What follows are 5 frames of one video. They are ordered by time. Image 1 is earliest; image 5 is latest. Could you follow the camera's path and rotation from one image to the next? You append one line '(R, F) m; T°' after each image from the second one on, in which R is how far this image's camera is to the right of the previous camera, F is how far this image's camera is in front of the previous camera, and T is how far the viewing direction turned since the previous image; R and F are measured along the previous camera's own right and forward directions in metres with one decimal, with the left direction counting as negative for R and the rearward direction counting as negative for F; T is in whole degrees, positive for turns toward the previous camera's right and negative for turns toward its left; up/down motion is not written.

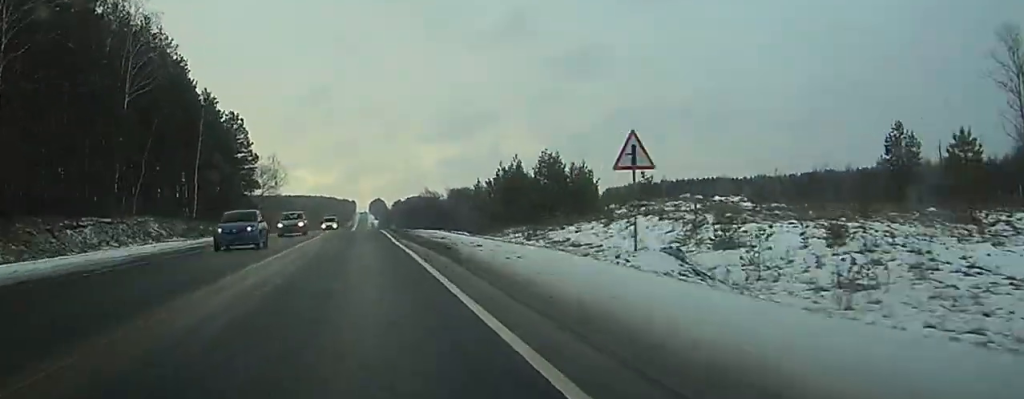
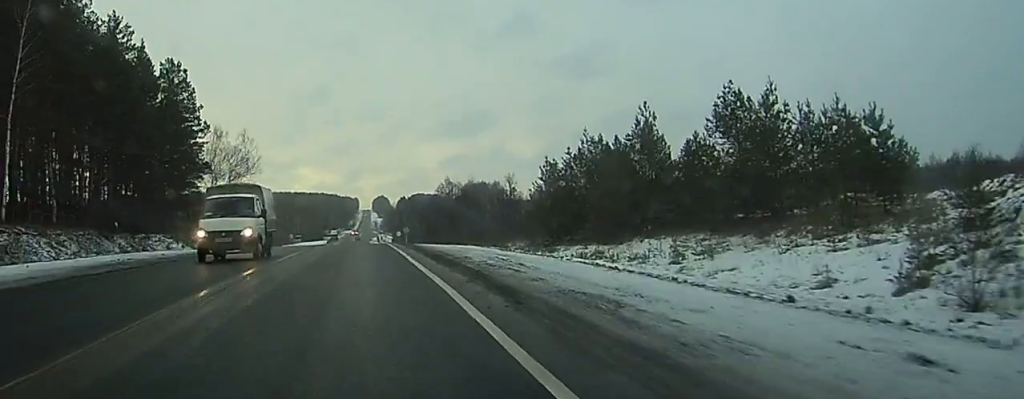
(-0.1, +50.8) m; 0°
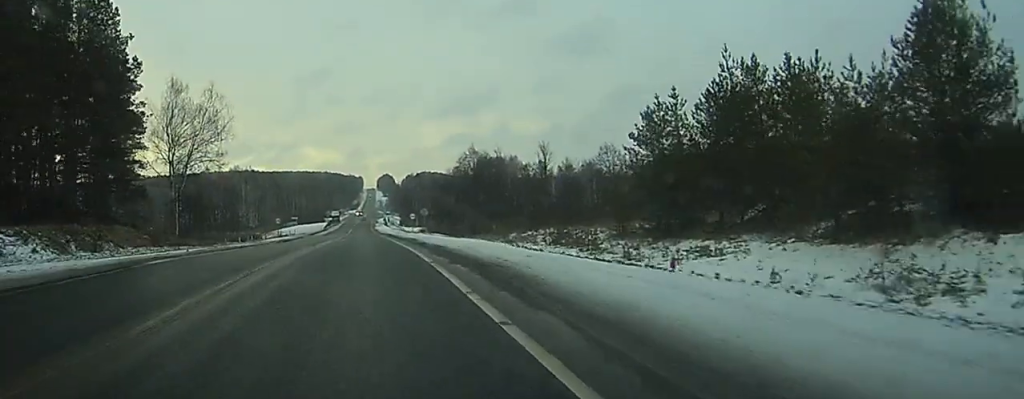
(-0.2, +33.2) m; 0°
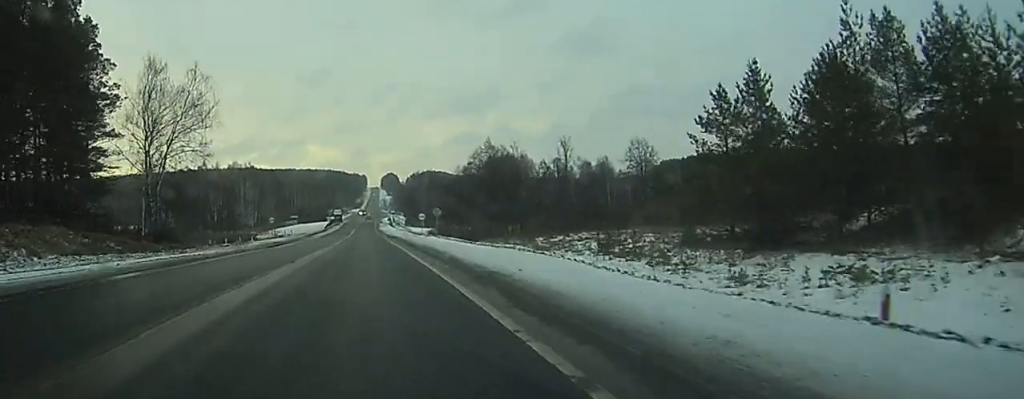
(-0.1, +13.7) m; 0°
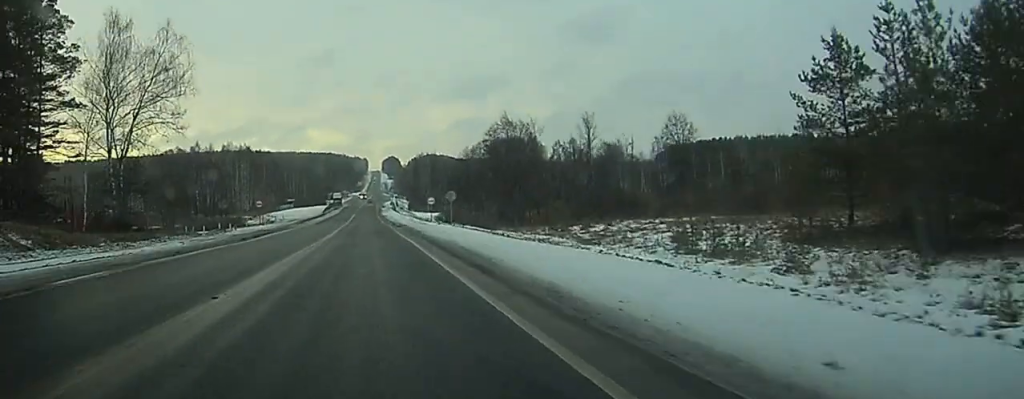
(+0.1, +14.6) m; 0°
